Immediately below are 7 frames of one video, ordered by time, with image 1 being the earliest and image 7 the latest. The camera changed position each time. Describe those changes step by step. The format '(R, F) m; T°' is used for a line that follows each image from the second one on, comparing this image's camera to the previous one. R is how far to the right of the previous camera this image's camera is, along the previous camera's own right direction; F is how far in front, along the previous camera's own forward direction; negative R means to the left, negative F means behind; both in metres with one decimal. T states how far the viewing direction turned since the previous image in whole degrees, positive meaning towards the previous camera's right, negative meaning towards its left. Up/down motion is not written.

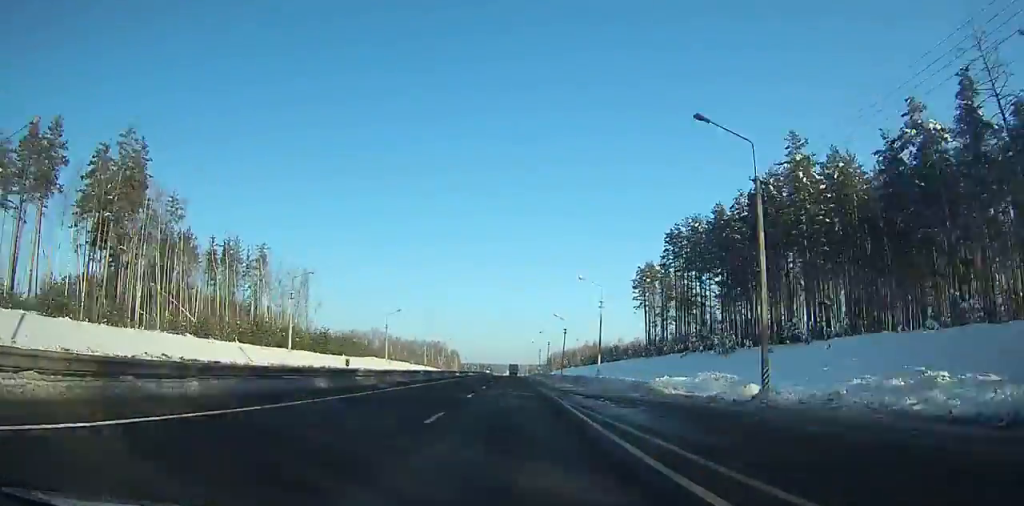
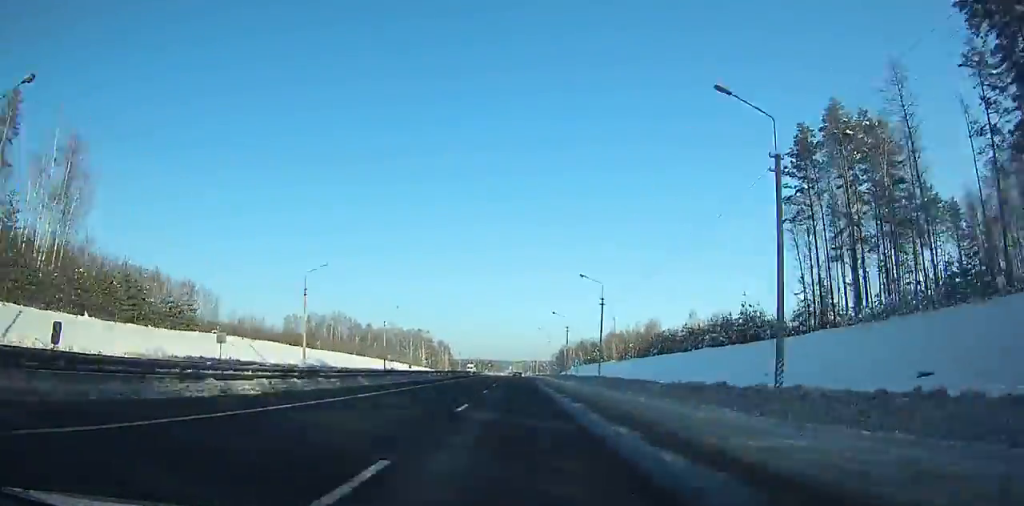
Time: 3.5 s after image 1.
(+3.8, +99.3) m; +1°
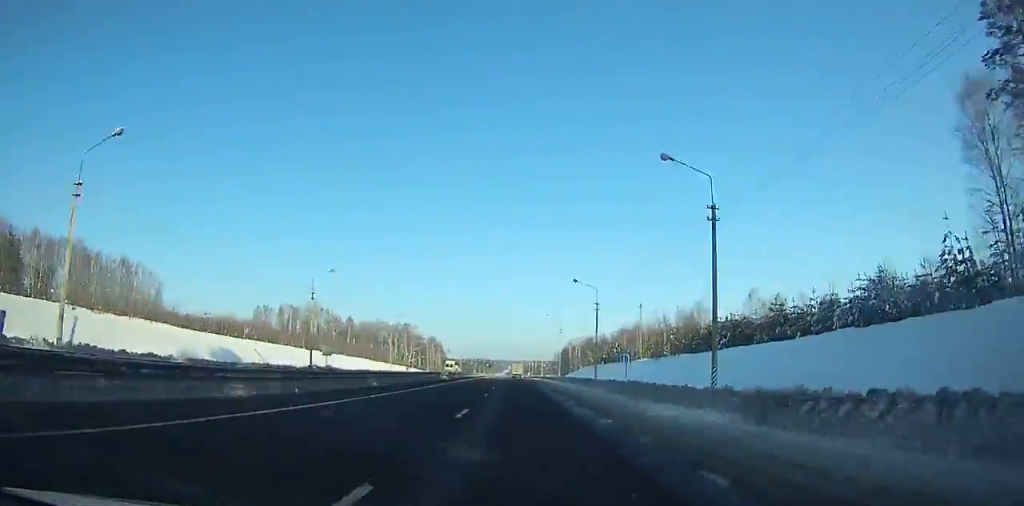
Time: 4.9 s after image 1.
(-0.9, +40.2) m; -1°
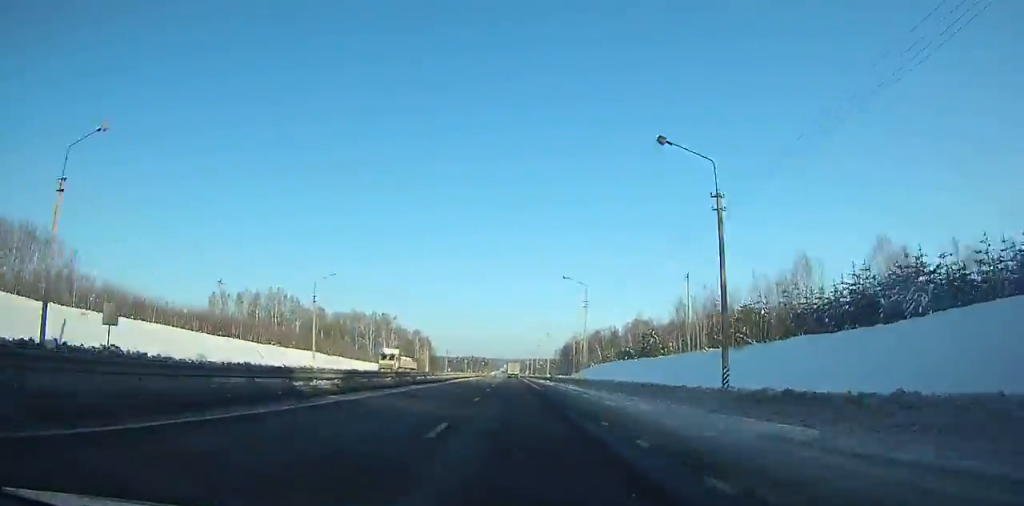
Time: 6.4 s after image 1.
(-0.4, +43.0) m; -1°
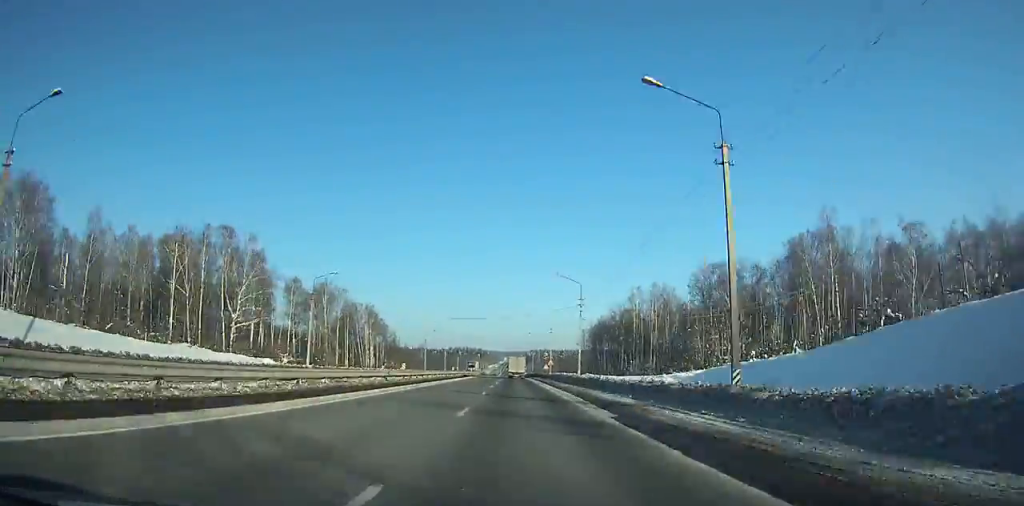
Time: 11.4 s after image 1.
(-0.3, +143.7) m; 0°
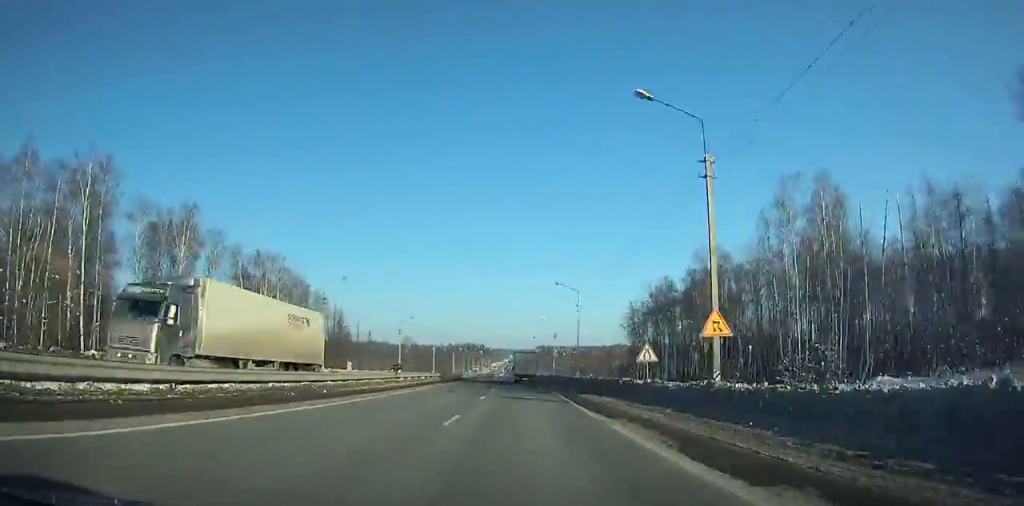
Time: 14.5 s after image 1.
(-0.1, +90.4) m; 0°
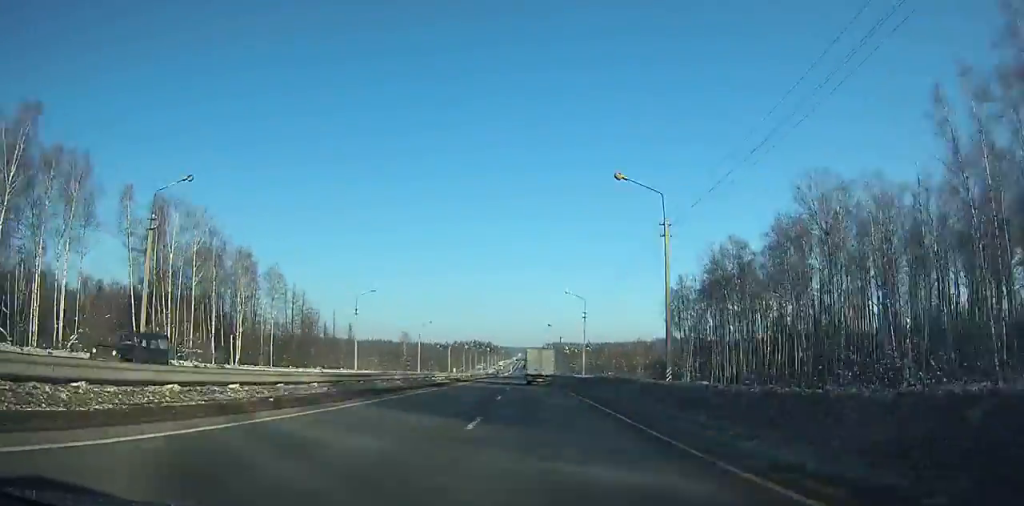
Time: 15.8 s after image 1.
(-0.1, +38.3) m; 0°
